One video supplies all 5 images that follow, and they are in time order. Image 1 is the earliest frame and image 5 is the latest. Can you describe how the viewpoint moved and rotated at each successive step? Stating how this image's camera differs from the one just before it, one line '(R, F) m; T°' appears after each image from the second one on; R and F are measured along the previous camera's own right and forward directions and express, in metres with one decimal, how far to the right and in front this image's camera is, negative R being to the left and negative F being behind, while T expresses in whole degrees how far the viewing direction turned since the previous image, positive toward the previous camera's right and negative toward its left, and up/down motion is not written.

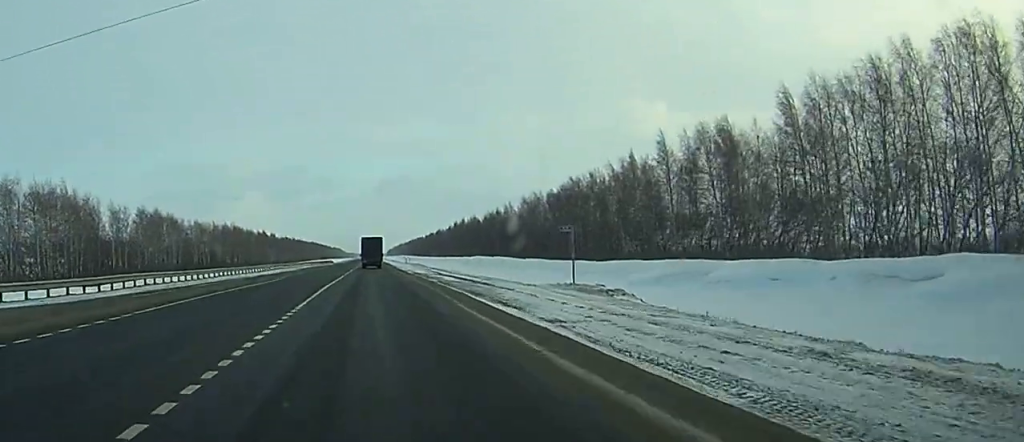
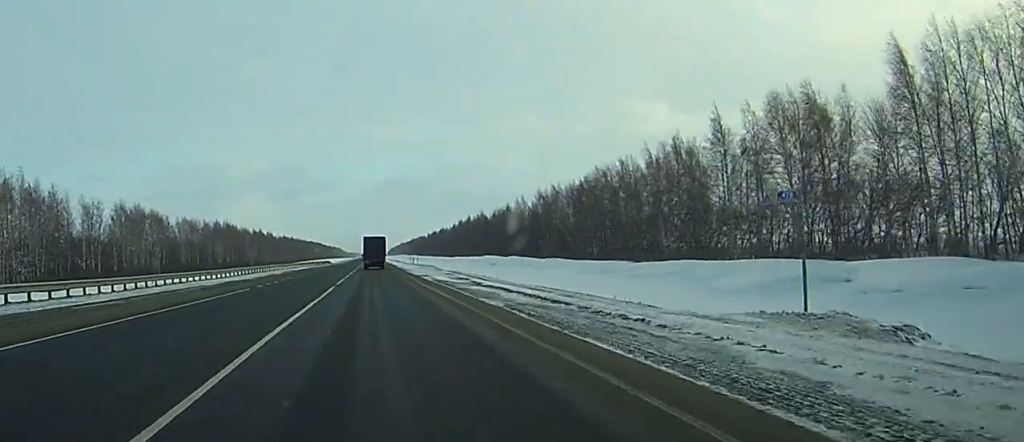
(0.0, +19.1) m; 0°
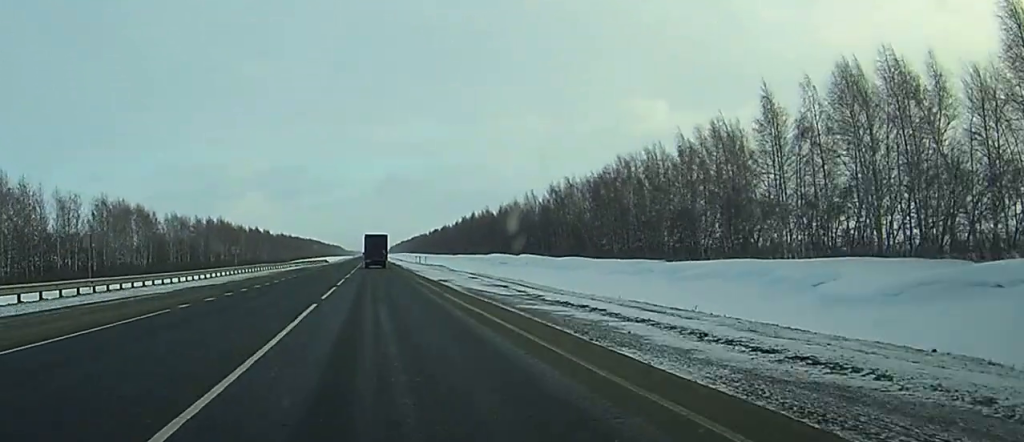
(0.0, +13.4) m; 0°
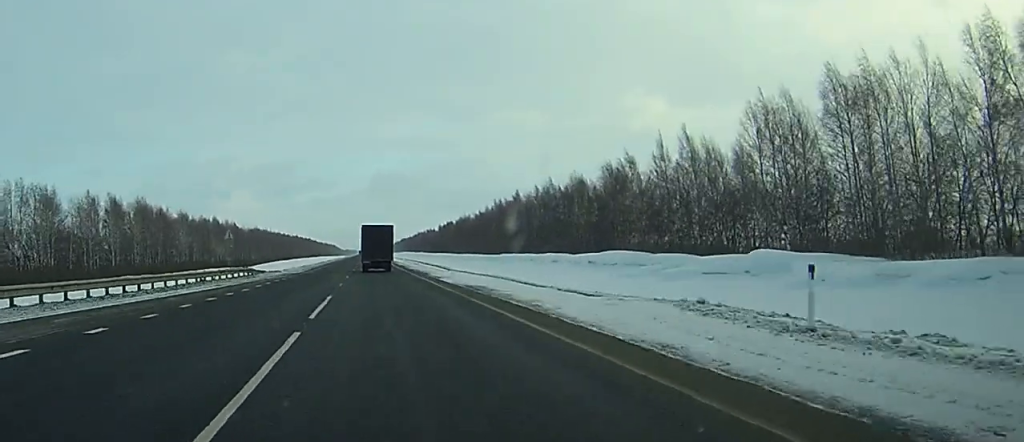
(+0.6, +103.1) m; 0°
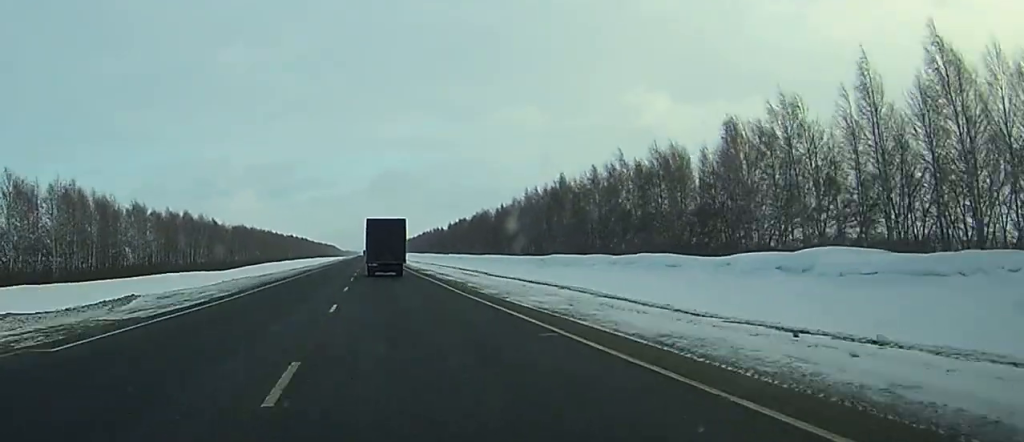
(-0.2, +49.9) m; 0°
